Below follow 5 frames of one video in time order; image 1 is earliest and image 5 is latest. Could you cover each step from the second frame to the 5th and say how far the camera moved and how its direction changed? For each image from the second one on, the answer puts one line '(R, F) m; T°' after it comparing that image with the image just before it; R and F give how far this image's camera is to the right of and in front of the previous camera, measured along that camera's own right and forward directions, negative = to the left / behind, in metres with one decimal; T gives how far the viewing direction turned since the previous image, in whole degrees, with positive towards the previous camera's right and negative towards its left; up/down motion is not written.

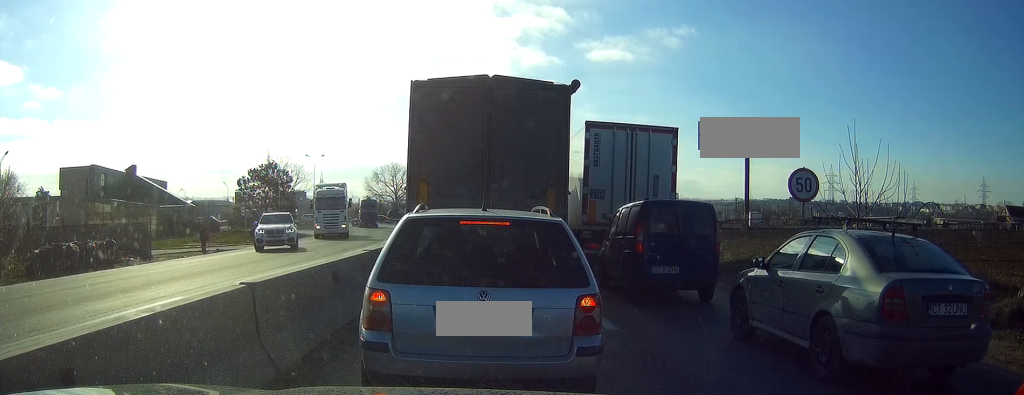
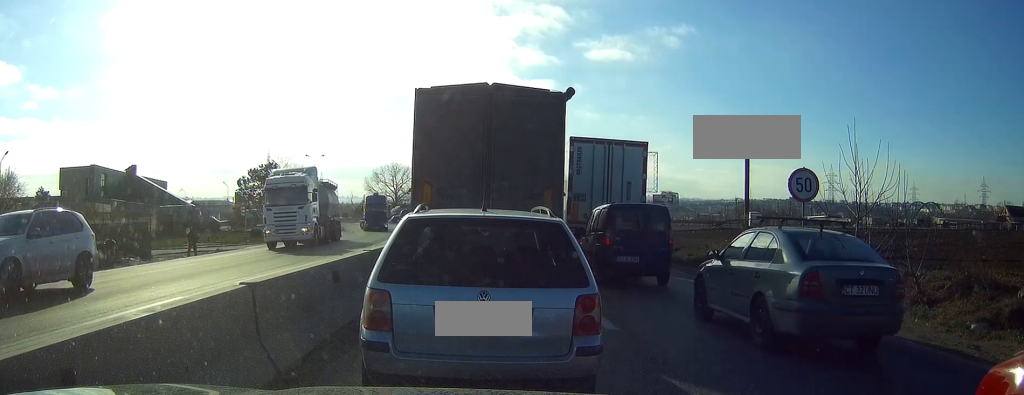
(-0.1, +0.2) m; 0°
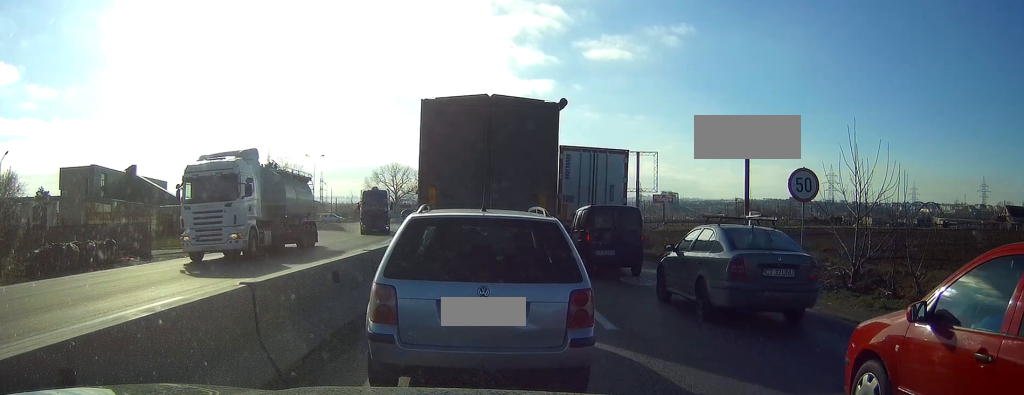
(0.0, 0.0) m; 0°
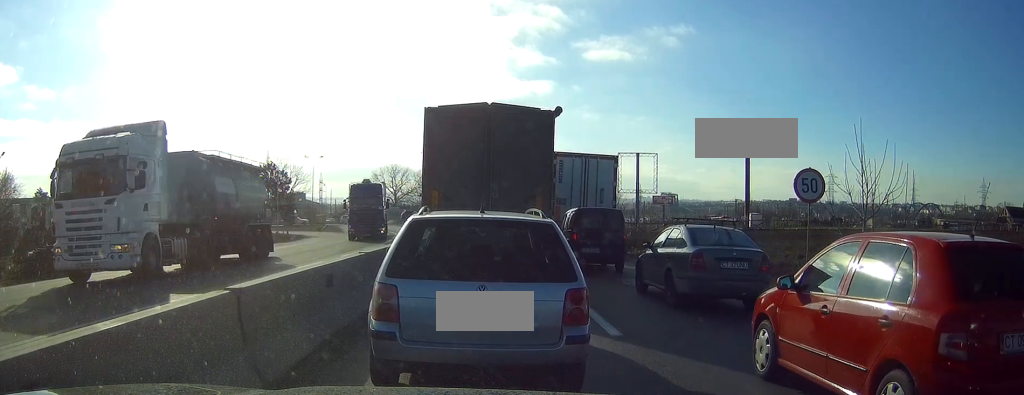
(0.0, +0.5) m; 0°
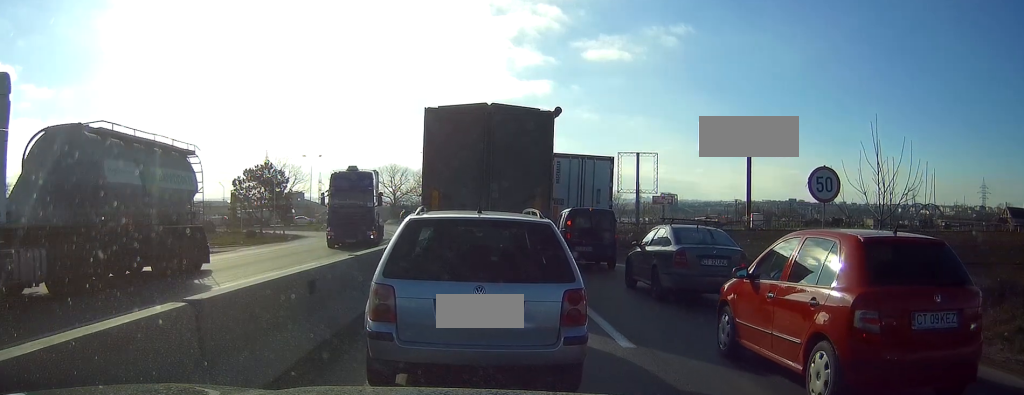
(-0.1, +0.5) m; 0°
